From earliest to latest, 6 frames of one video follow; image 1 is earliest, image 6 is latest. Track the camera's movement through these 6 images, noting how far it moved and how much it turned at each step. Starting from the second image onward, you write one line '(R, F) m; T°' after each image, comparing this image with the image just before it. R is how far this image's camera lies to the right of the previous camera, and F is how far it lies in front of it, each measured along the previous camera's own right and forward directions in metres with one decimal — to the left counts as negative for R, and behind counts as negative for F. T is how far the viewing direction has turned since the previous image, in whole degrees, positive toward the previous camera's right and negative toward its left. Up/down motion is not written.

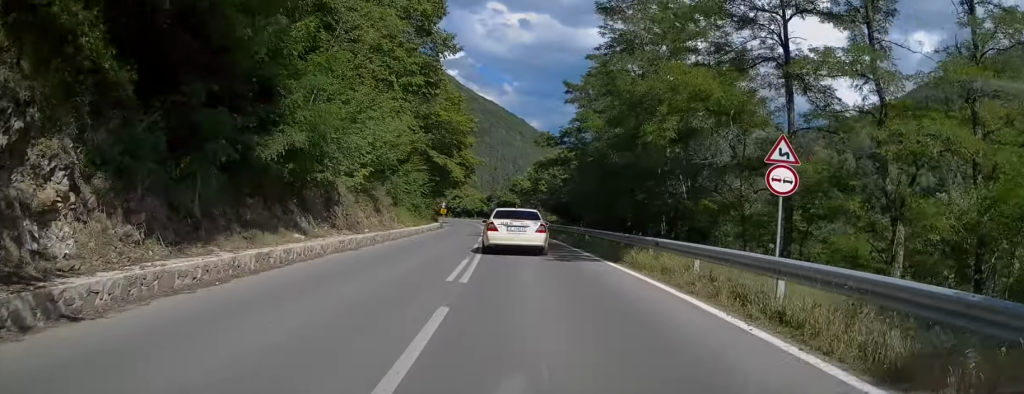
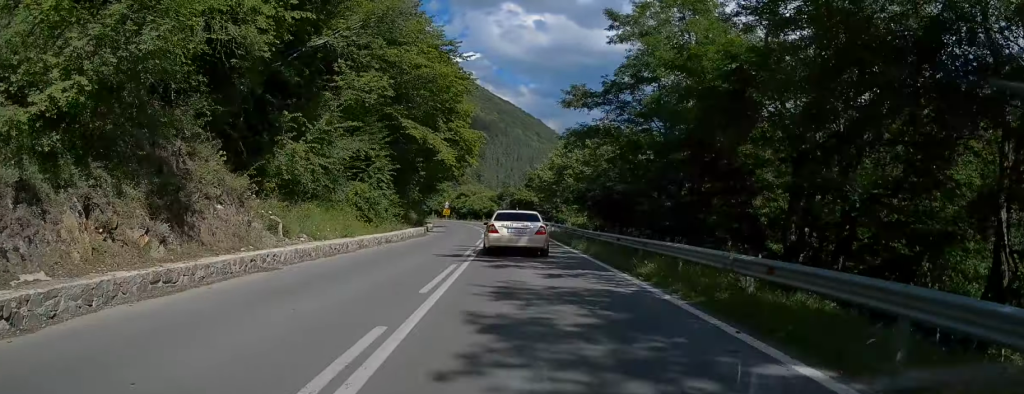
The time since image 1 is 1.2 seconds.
(-0.7, +19.2) m; -3°
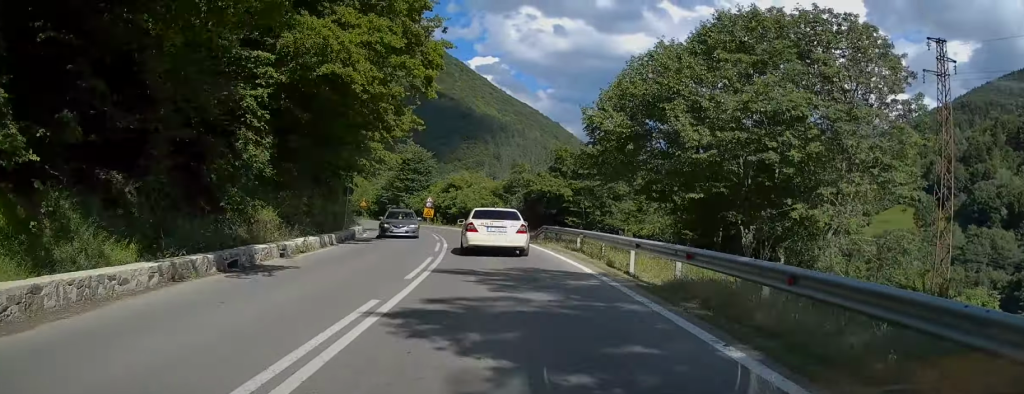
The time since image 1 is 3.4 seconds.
(+0.8, +33.6) m; +1°
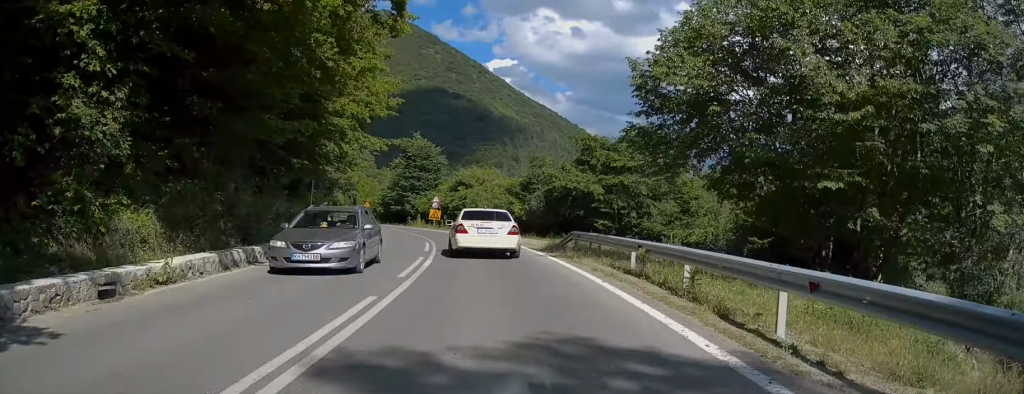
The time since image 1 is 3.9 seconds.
(-0.2, +8.4) m; -3°
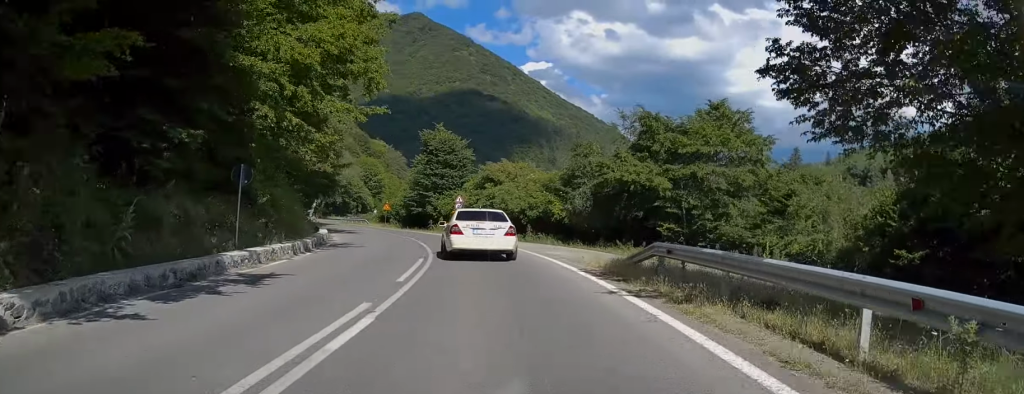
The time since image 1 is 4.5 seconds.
(-0.1, +9.5) m; -3°
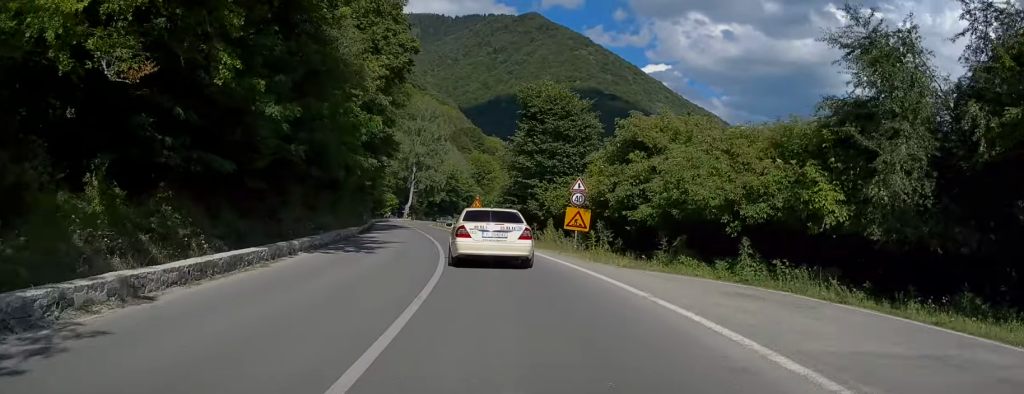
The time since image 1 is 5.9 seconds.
(-1.9, +22.5) m; -9°
